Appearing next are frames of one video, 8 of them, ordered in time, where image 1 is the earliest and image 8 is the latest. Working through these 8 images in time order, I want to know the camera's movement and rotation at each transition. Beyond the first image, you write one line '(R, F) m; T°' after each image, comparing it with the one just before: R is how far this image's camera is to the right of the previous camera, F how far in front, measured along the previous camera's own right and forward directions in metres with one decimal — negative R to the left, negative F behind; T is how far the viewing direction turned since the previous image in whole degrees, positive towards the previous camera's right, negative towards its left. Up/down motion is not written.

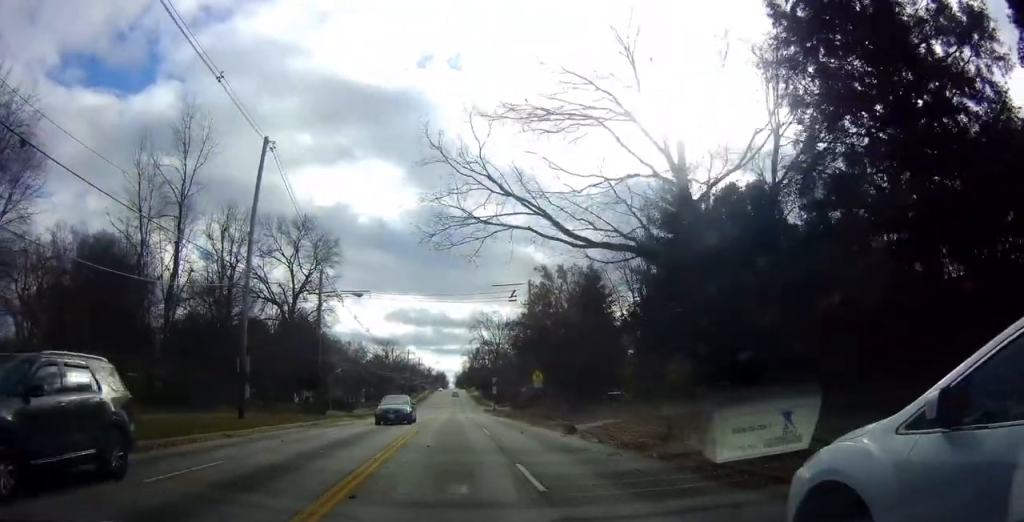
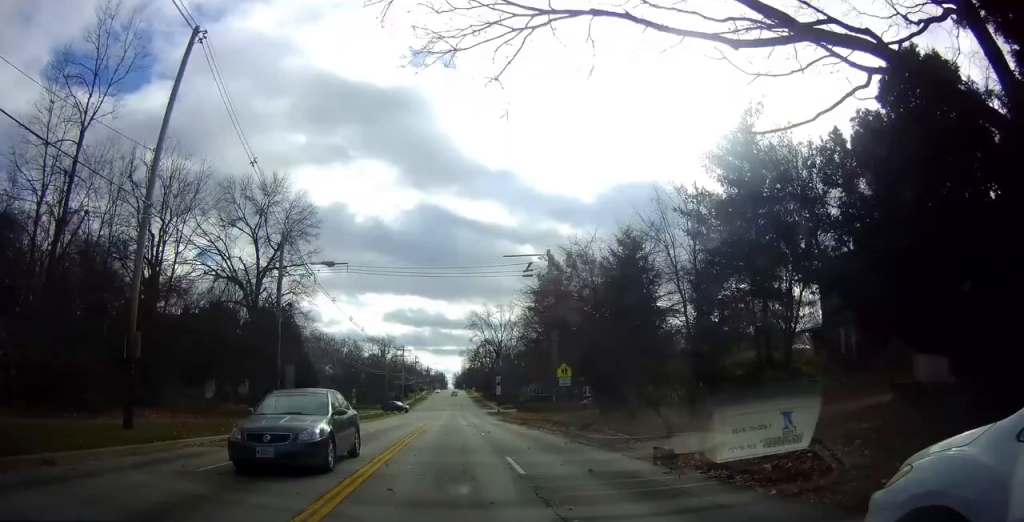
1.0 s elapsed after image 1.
(0.0, +9.5) m; 0°
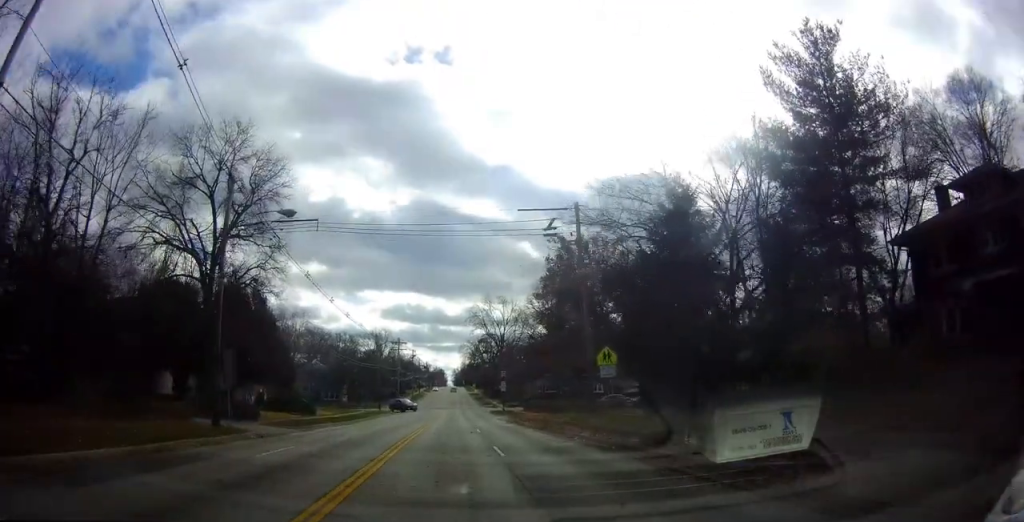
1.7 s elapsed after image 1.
(0.0, +8.0) m; 0°
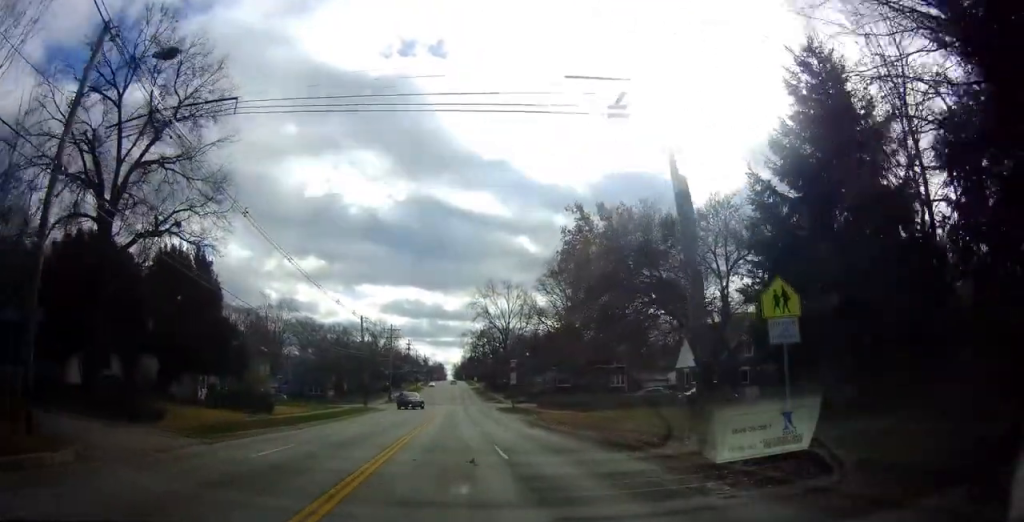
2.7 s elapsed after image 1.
(0.0, +11.3) m; 0°
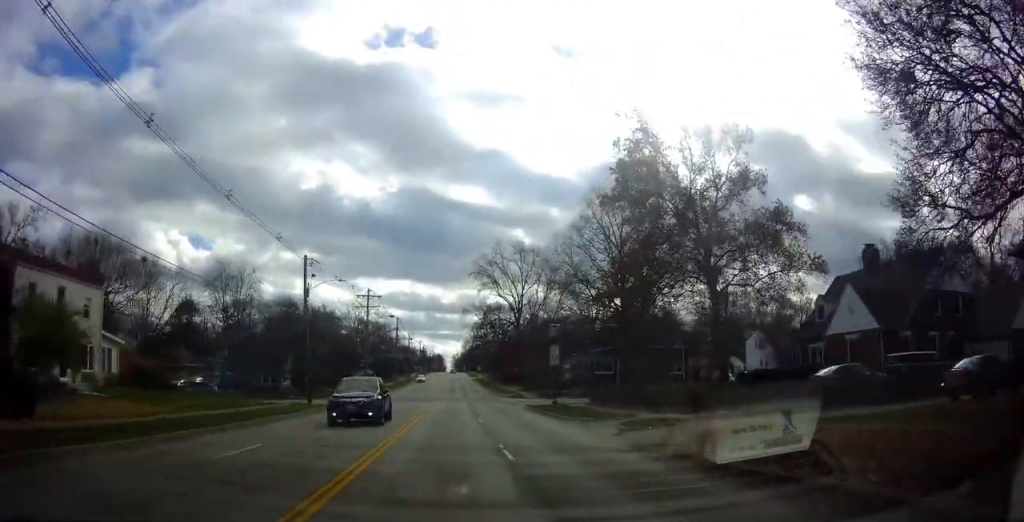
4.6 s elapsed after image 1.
(0.0, +24.2) m; 0°
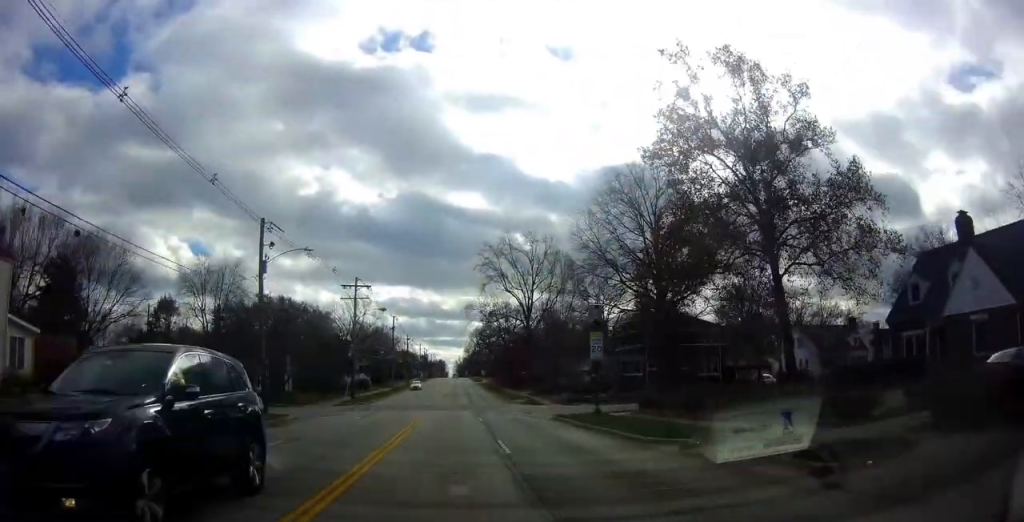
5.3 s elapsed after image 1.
(0.0, +10.2) m; 0°
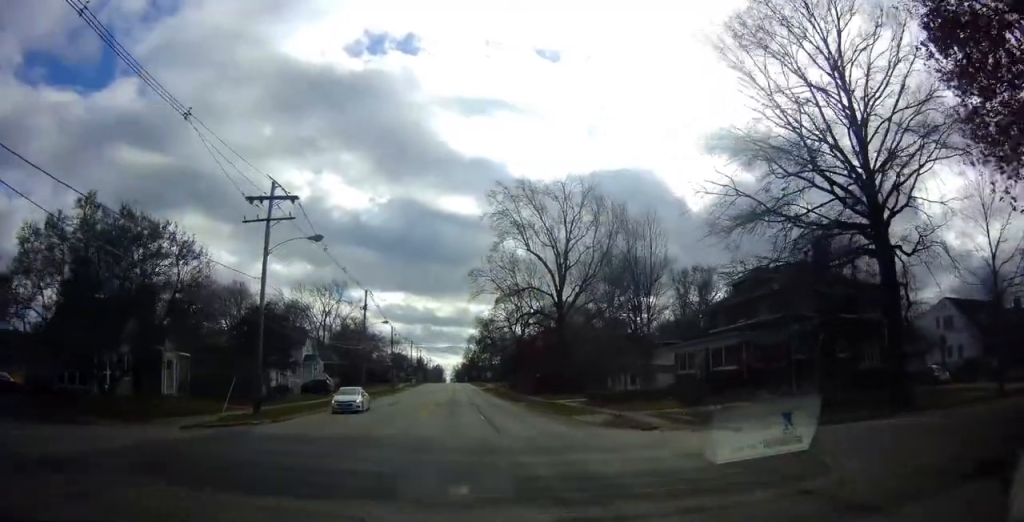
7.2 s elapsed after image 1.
(0.0, +28.6) m; 0°
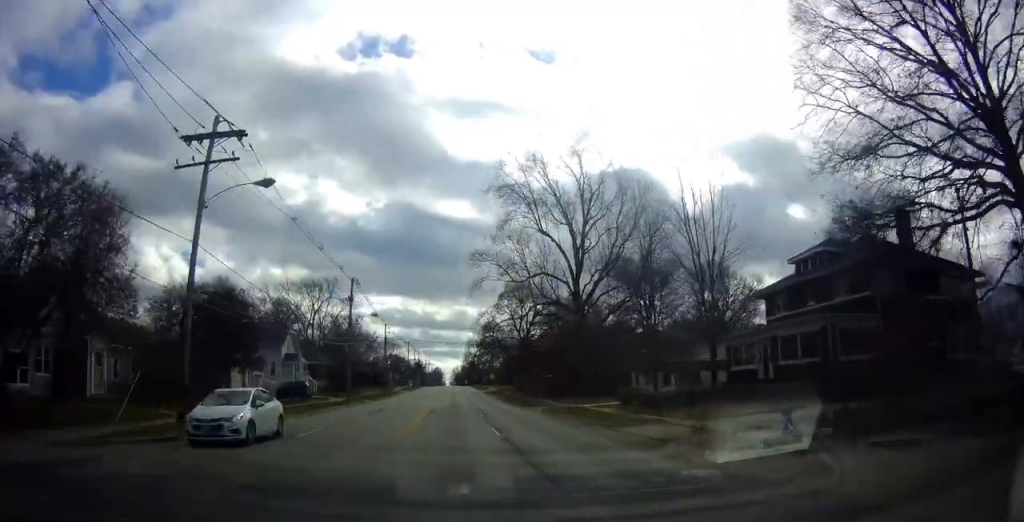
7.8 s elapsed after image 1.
(0.0, +9.0) m; 0°
